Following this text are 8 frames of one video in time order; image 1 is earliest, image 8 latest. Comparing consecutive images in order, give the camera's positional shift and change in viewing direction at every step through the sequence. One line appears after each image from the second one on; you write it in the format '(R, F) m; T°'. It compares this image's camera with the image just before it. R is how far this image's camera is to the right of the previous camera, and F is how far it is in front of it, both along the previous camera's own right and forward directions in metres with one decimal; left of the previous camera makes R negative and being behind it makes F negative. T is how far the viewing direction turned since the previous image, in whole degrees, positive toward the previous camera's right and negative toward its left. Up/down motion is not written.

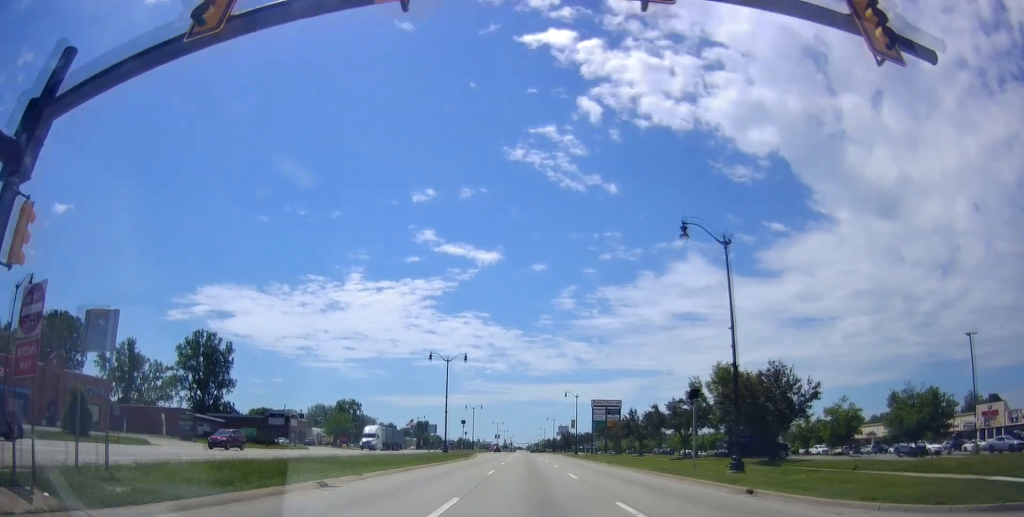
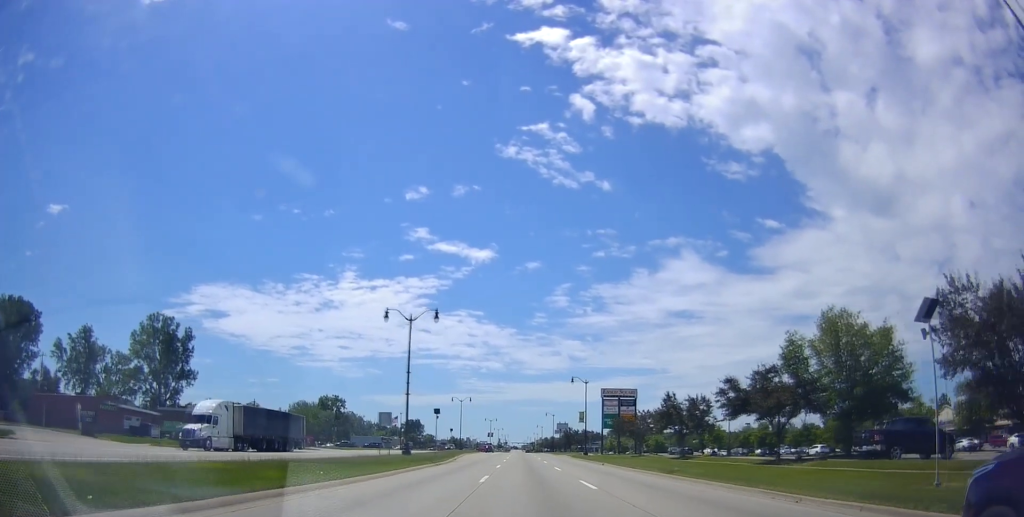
(+0.7, +15.6) m; +3°
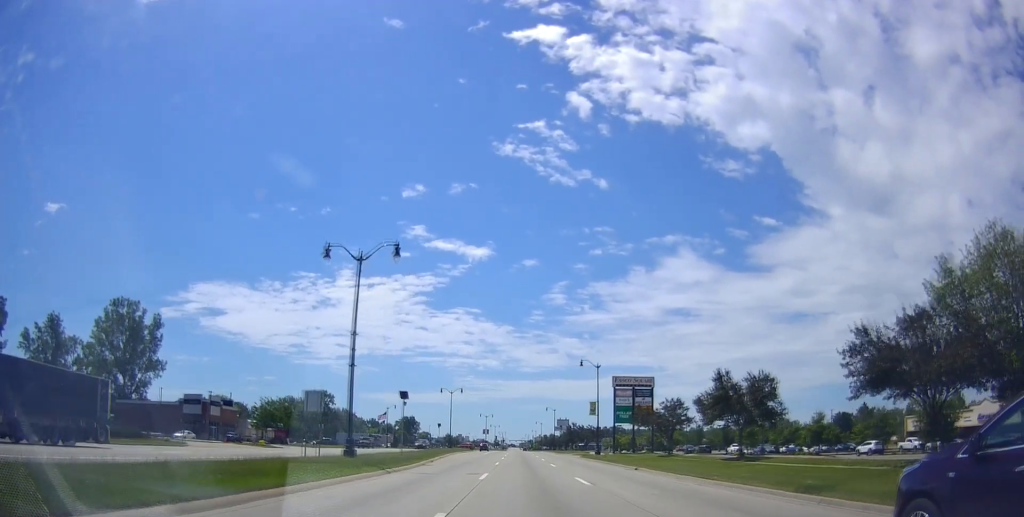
(+0.3, +12.7) m; +2°
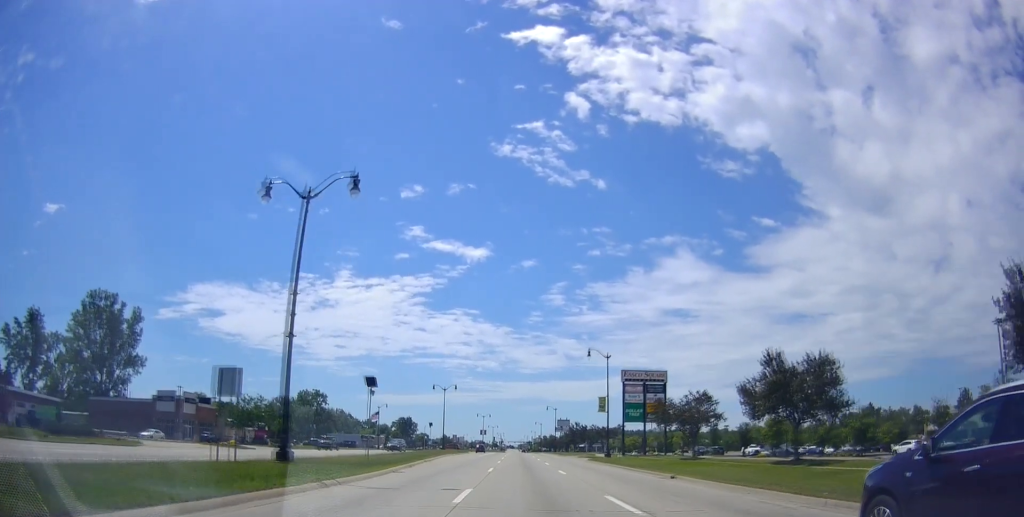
(0.0, +7.7) m; 0°
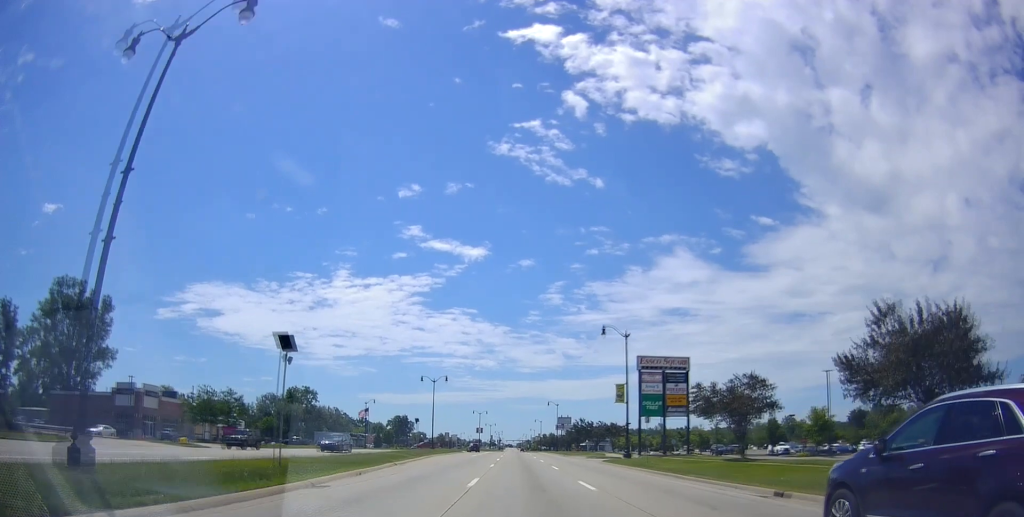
(0.0, +10.3) m; 0°
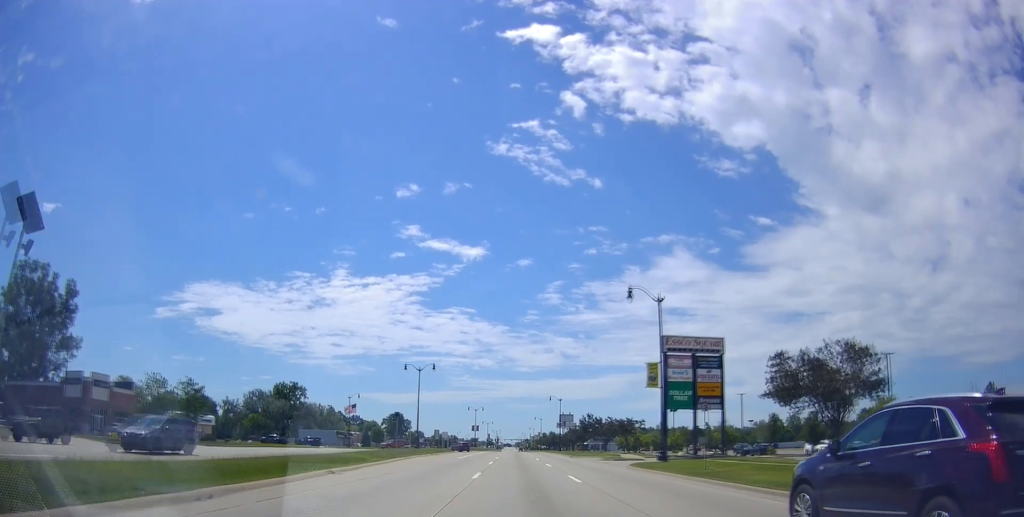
(0.0, +11.4) m; 0°
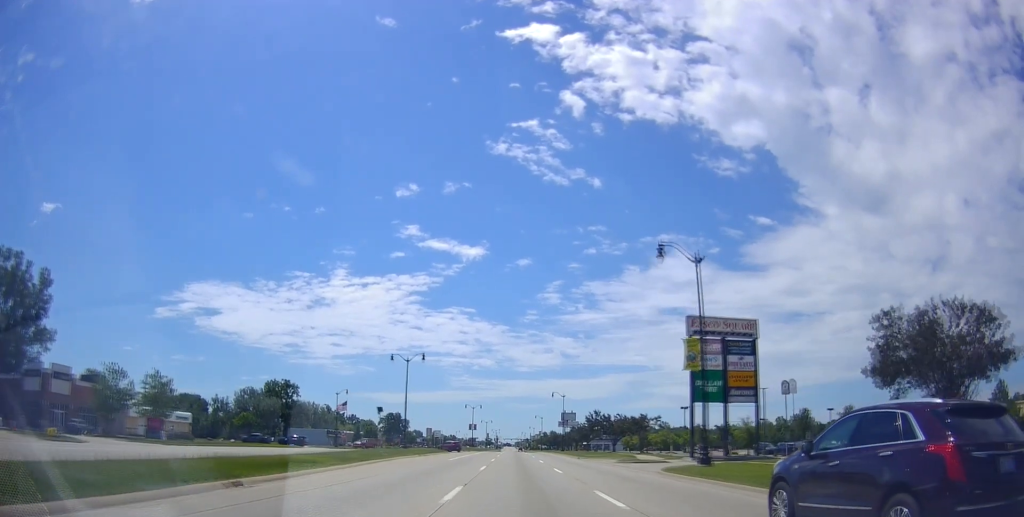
(0.0, +8.1) m; -1°
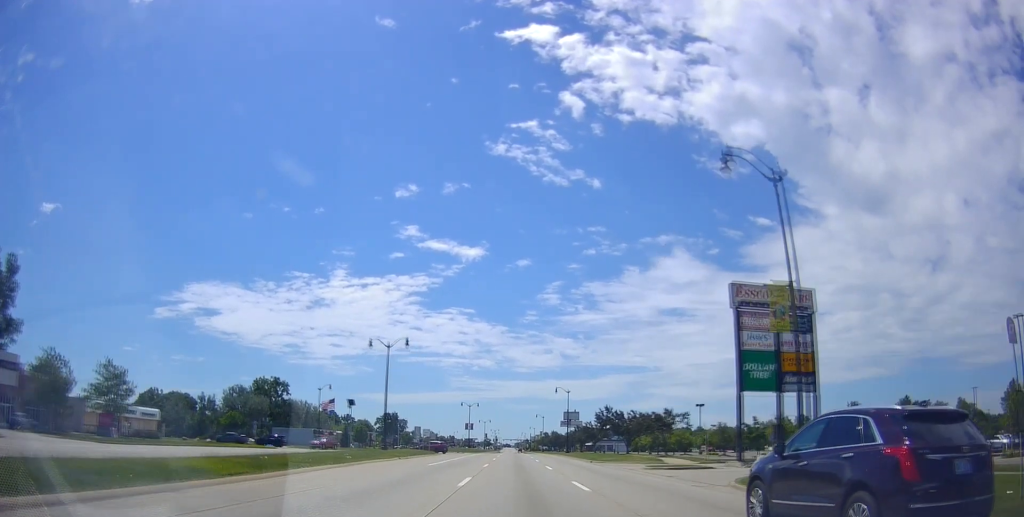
(0.0, +9.8) m; -1°
